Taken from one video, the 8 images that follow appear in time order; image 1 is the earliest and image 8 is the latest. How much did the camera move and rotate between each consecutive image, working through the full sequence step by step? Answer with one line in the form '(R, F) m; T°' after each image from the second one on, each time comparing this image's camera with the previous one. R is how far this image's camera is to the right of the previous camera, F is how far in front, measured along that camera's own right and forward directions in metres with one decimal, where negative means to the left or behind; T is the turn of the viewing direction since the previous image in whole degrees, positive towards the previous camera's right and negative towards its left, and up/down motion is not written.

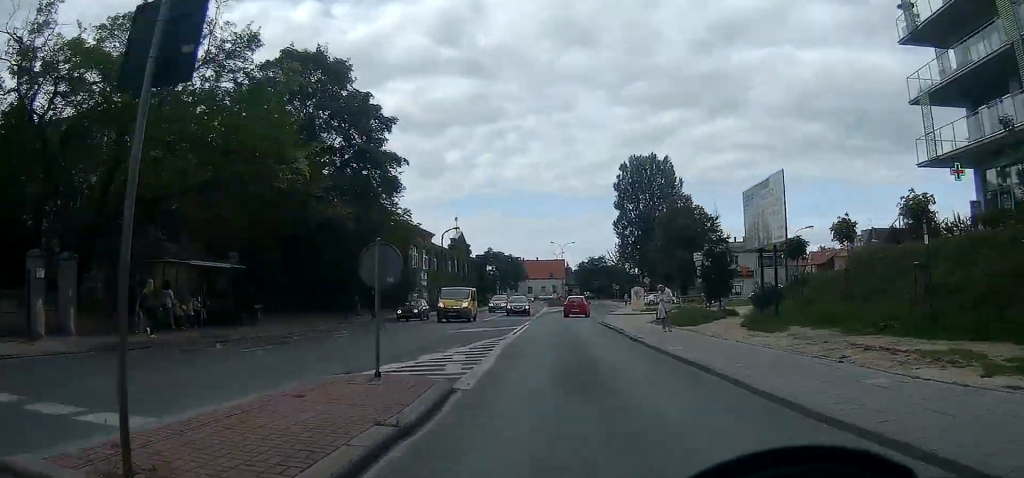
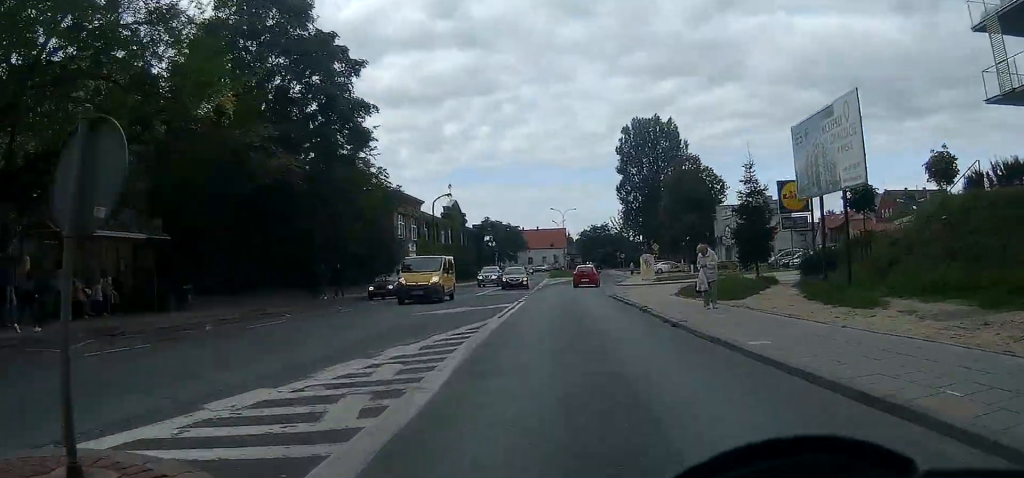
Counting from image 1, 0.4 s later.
(0.0, +5.7) m; 0°
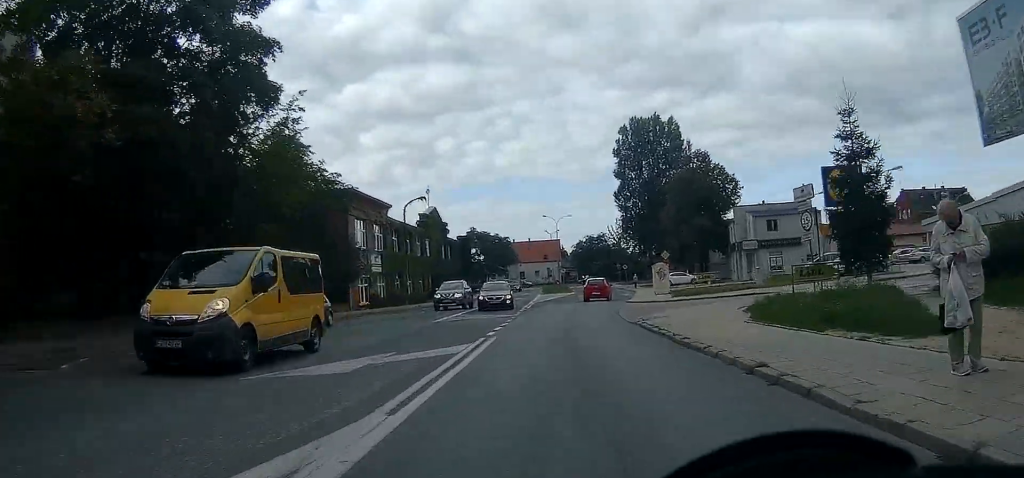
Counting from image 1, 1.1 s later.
(0.0, +9.9) m; +1°
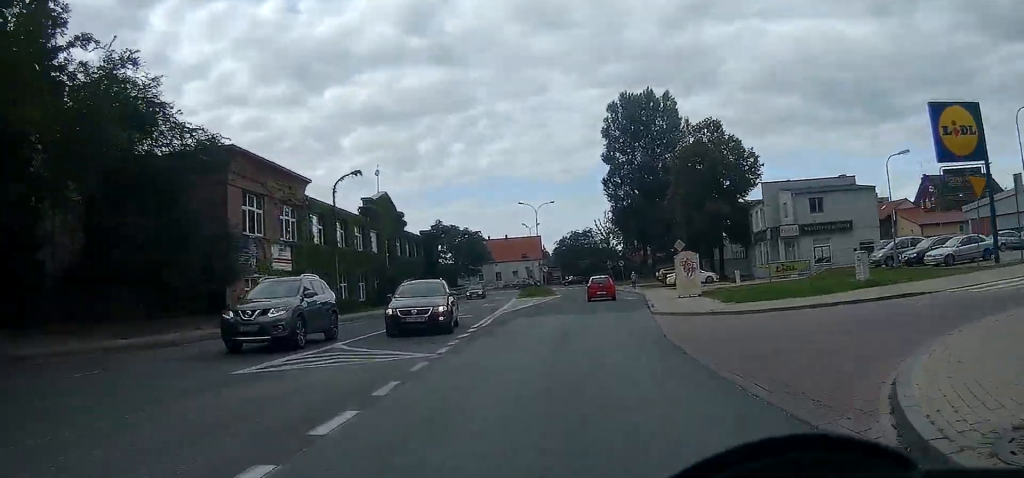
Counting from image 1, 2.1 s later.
(+0.3, +14.5) m; +2°
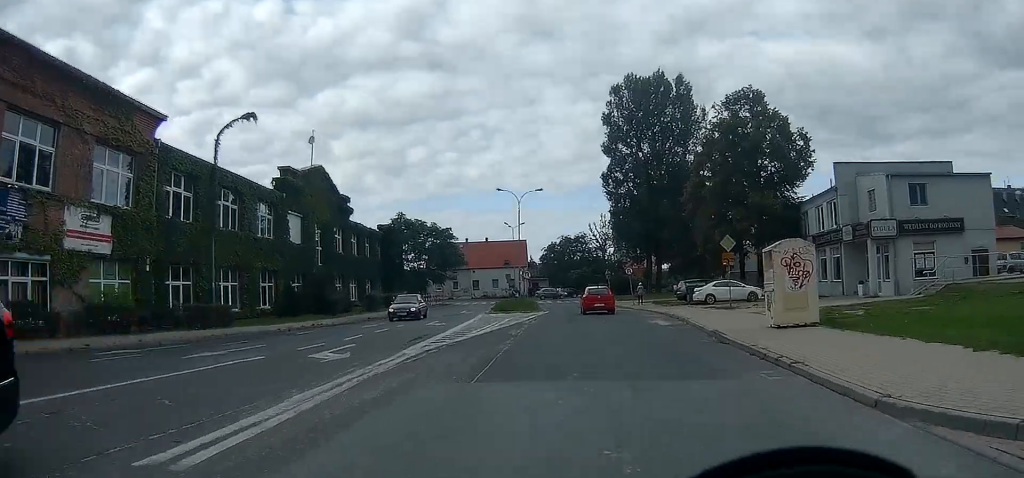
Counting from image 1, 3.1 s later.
(+0.3, +15.5) m; +1°
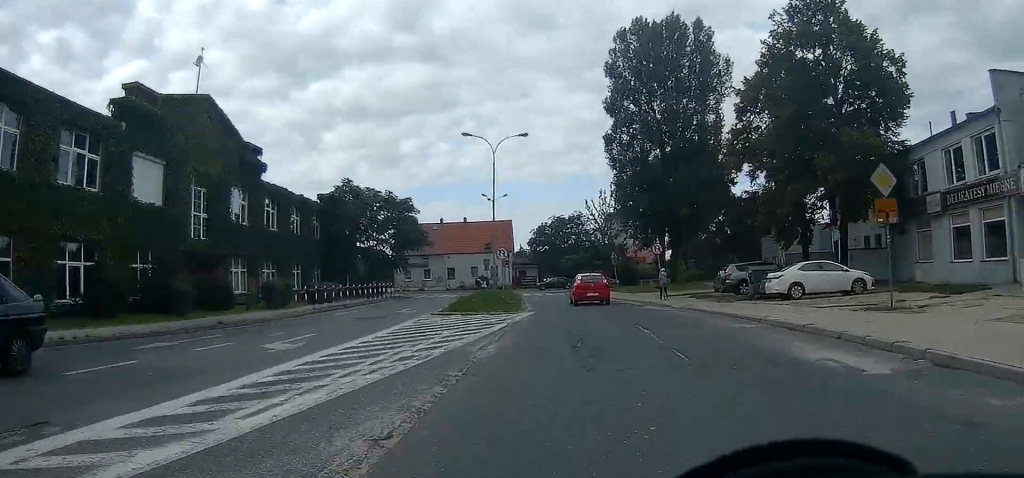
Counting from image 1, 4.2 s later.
(0.0, +16.3) m; -1°
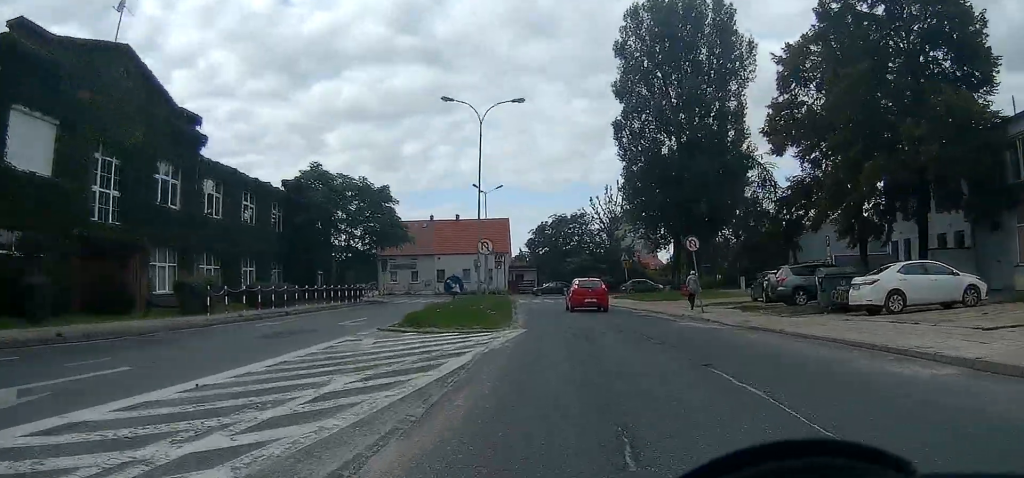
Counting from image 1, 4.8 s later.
(0.0, +8.0) m; 0°
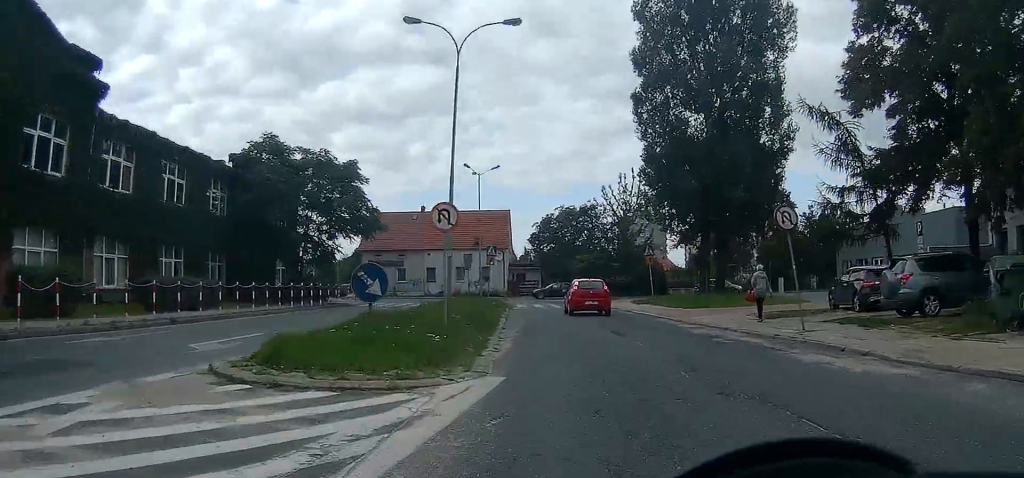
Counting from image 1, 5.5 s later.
(0.0, +9.5) m; 0°
